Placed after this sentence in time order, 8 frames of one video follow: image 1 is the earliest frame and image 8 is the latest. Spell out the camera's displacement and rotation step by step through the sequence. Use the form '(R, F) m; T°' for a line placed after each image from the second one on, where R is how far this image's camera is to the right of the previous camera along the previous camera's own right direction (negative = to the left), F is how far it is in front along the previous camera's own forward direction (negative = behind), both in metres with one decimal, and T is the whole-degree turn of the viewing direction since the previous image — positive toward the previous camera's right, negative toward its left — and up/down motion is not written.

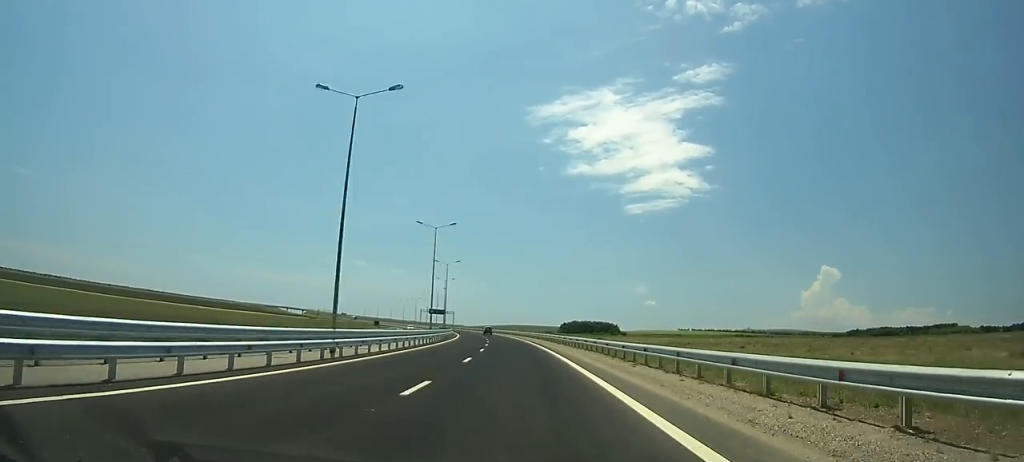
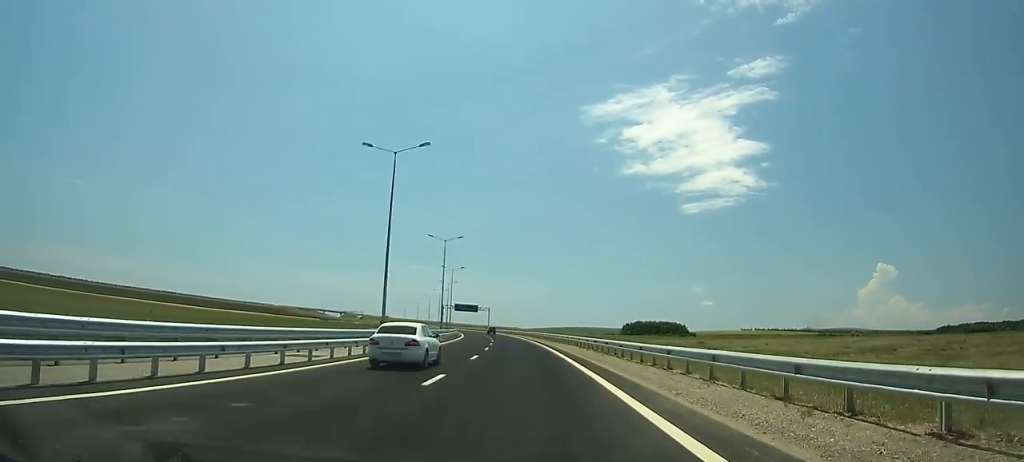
(-3.1, +70.6) m; -5°
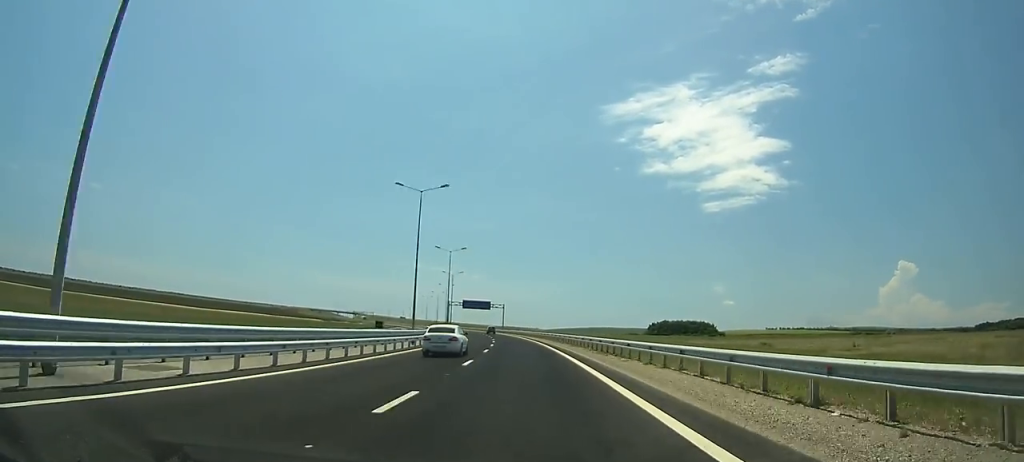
(-0.1, +28.6) m; -2°
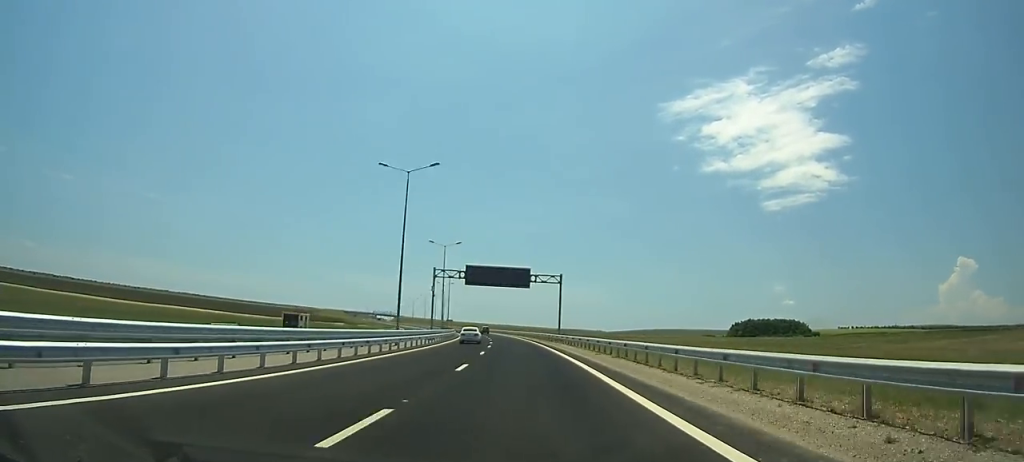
(-4.3, +87.0) m; -6°
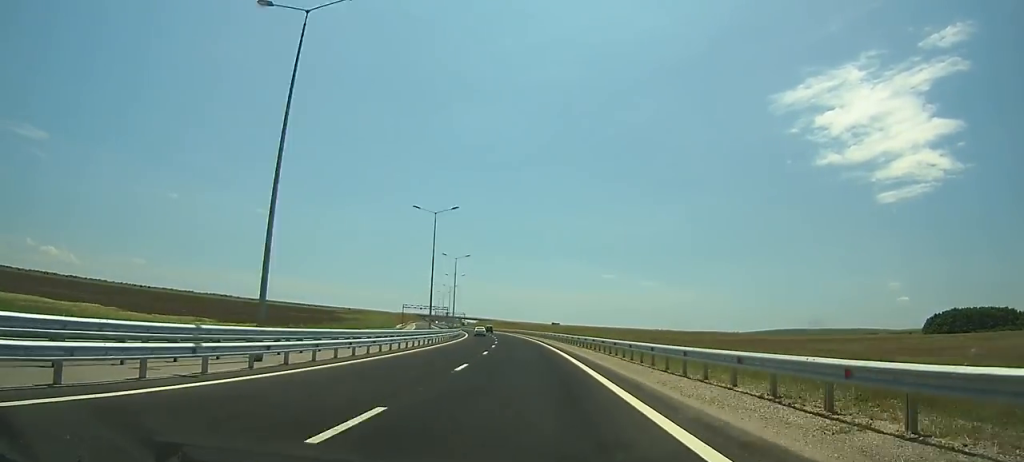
(-13.0, +145.4) m; -11°
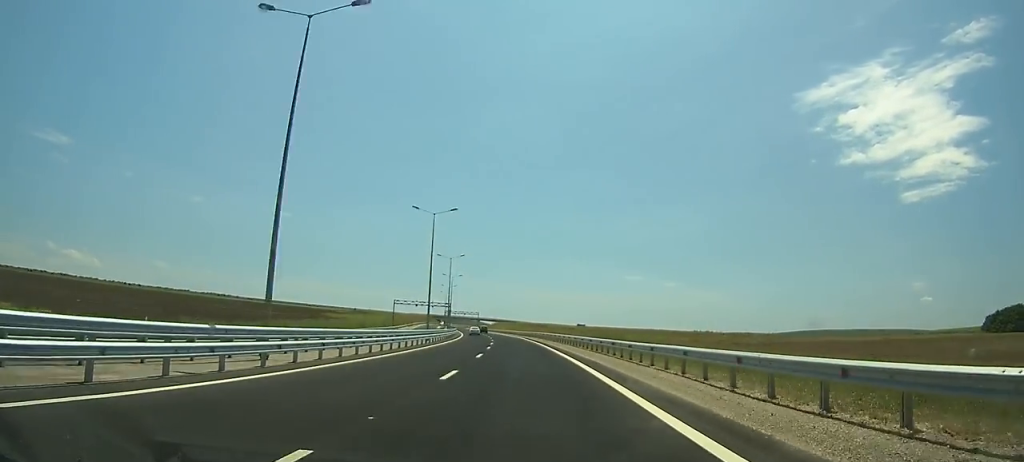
(-2.1, +40.2) m; -3°
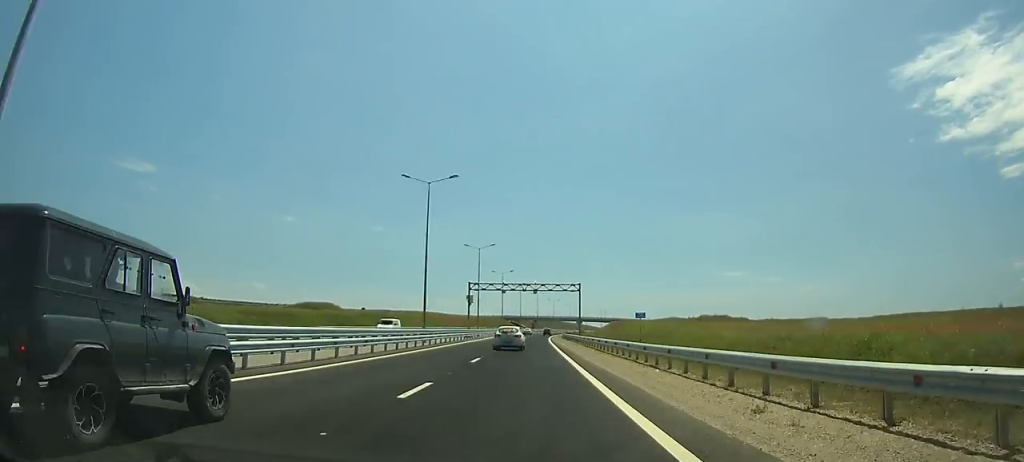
(-15.5, +172.4) m; -8°
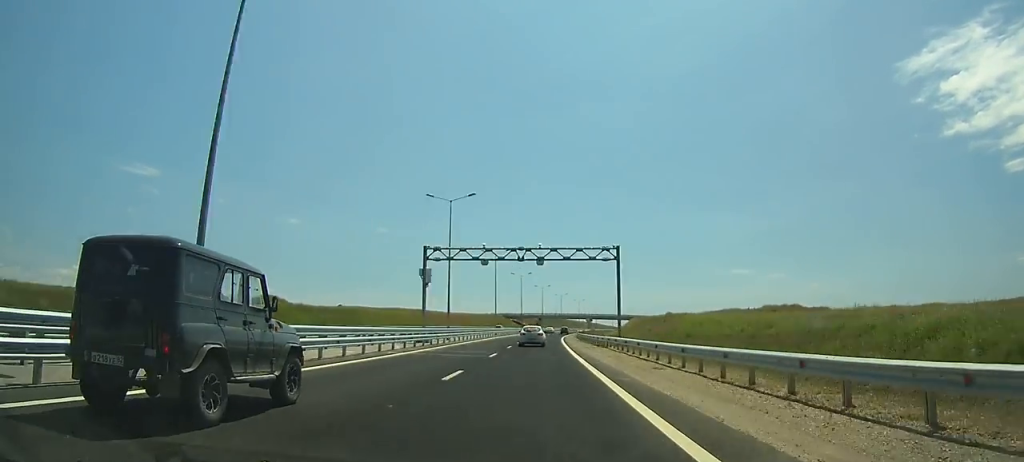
(-0.2, +32.1) m; 0°
